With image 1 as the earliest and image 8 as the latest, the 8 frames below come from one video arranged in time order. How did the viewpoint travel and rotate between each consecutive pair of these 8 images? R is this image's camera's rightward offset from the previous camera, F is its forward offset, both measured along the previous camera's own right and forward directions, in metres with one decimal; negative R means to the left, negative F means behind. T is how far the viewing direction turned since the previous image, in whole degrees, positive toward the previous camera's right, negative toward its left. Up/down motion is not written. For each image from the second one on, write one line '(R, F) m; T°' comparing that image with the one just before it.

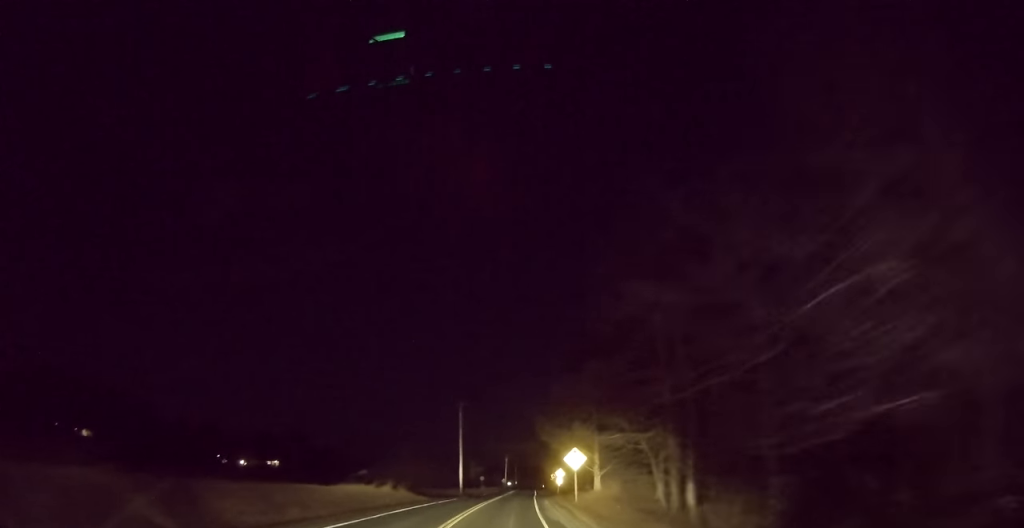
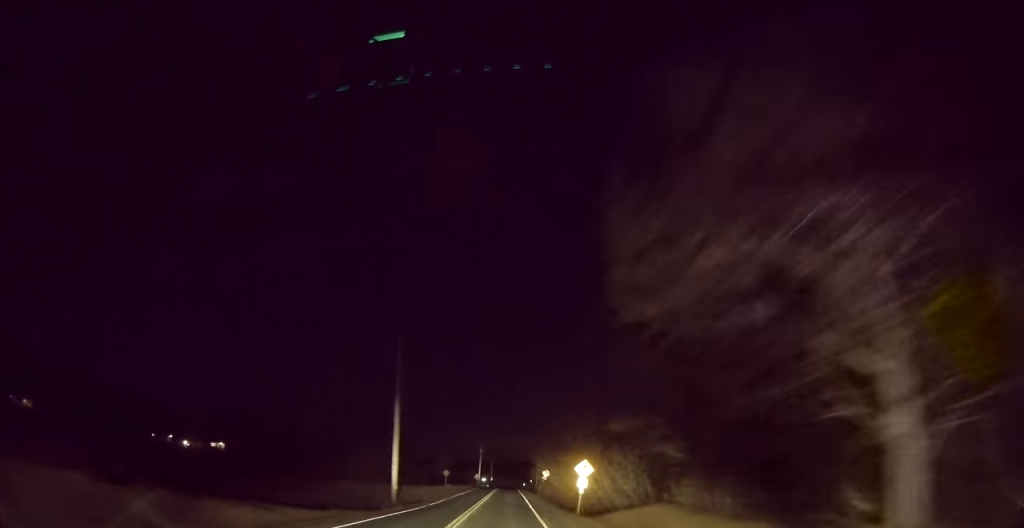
(+0.9, +31.4) m; +3°
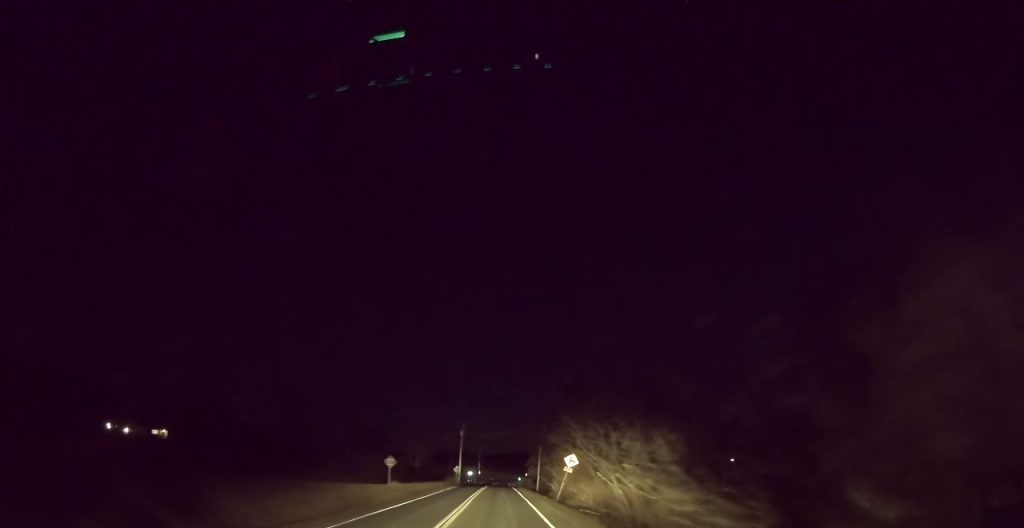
(+0.8, +35.5) m; +2°
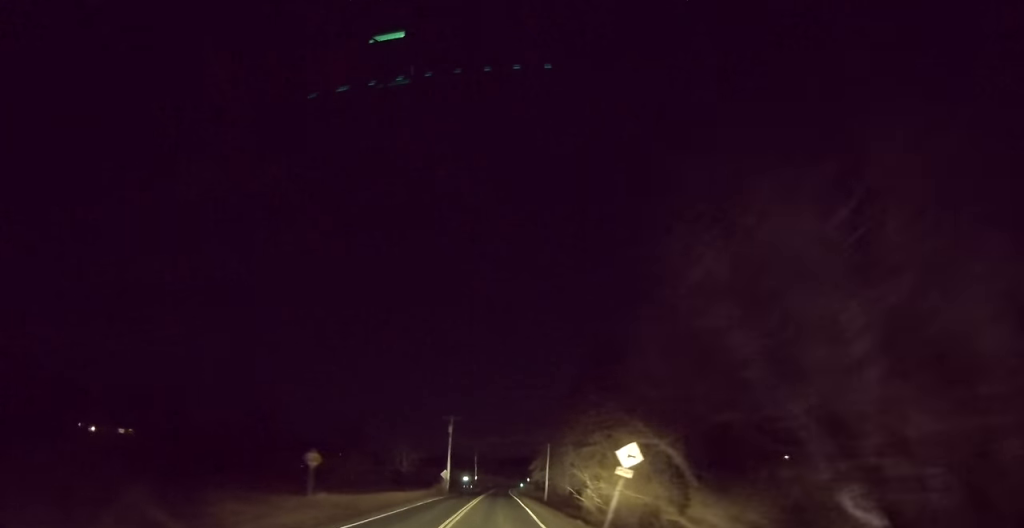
(+0.3, +19.0) m; 0°
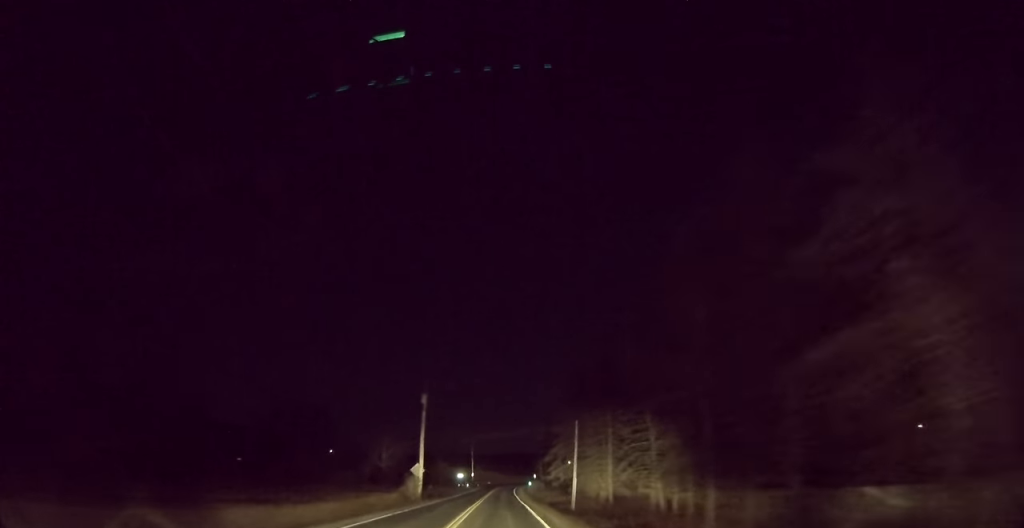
(-0.2, +27.2) m; 0°
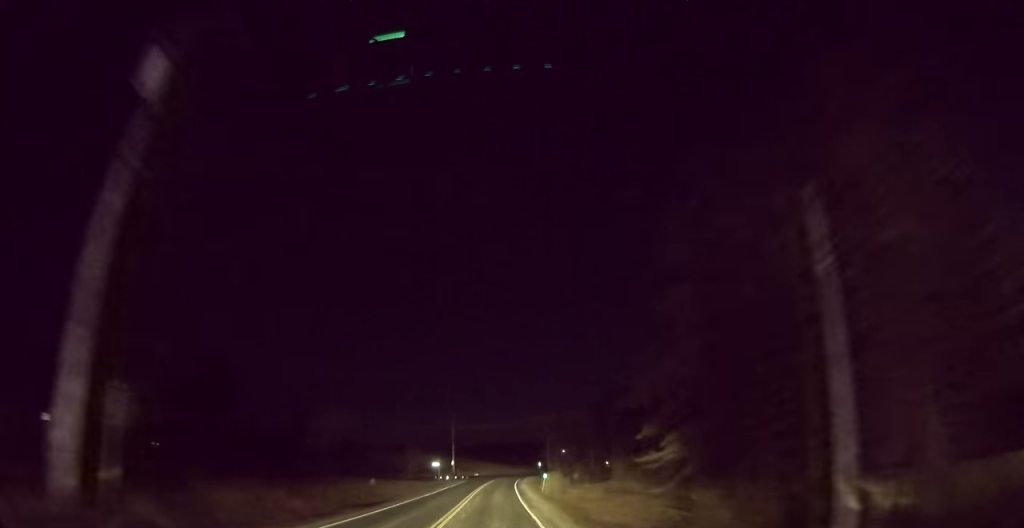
(+0.4, +40.4) m; +1°
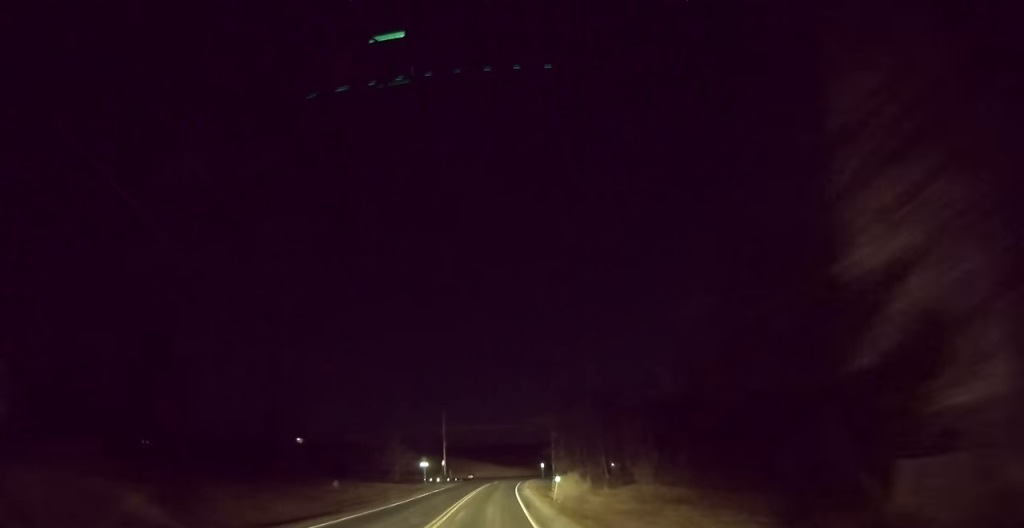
(0.0, +12.4) m; 0°
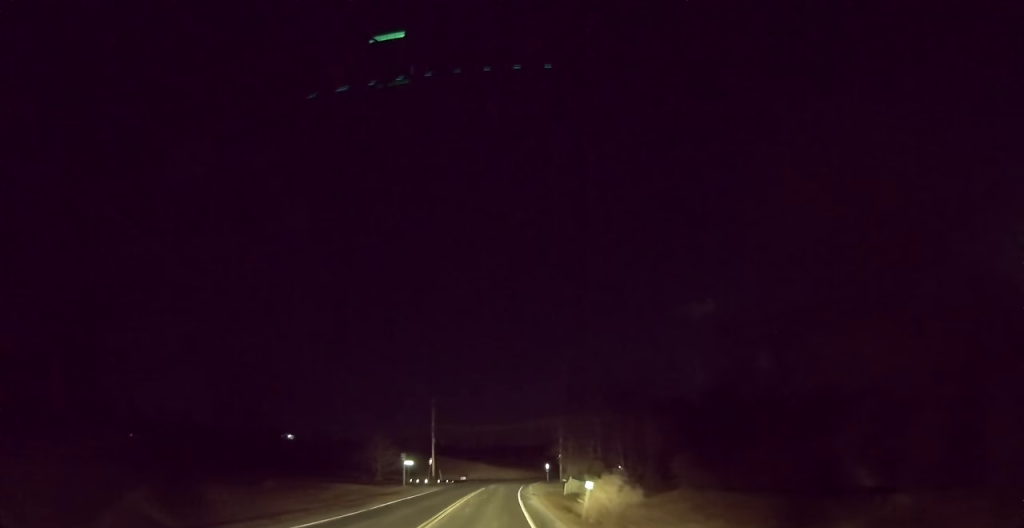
(0.0, +14.1) m; 0°
